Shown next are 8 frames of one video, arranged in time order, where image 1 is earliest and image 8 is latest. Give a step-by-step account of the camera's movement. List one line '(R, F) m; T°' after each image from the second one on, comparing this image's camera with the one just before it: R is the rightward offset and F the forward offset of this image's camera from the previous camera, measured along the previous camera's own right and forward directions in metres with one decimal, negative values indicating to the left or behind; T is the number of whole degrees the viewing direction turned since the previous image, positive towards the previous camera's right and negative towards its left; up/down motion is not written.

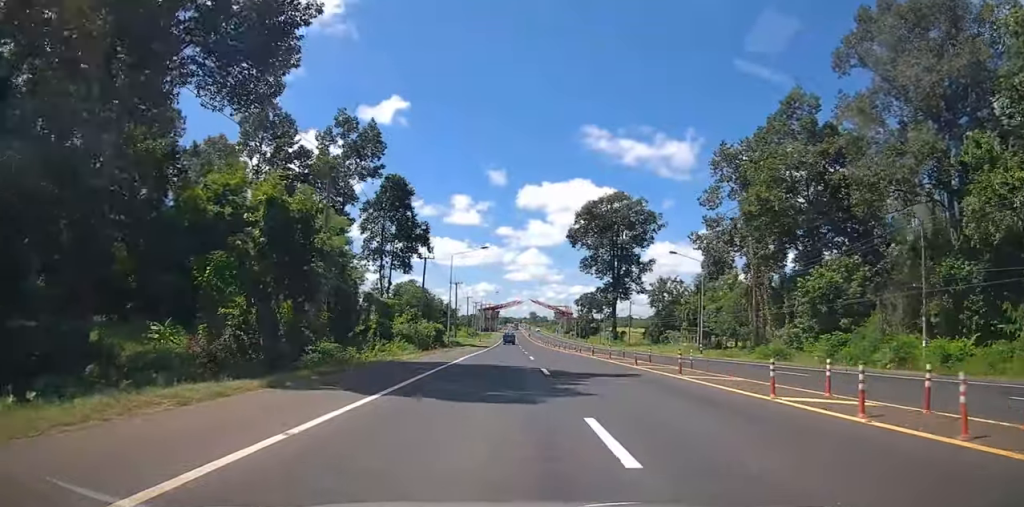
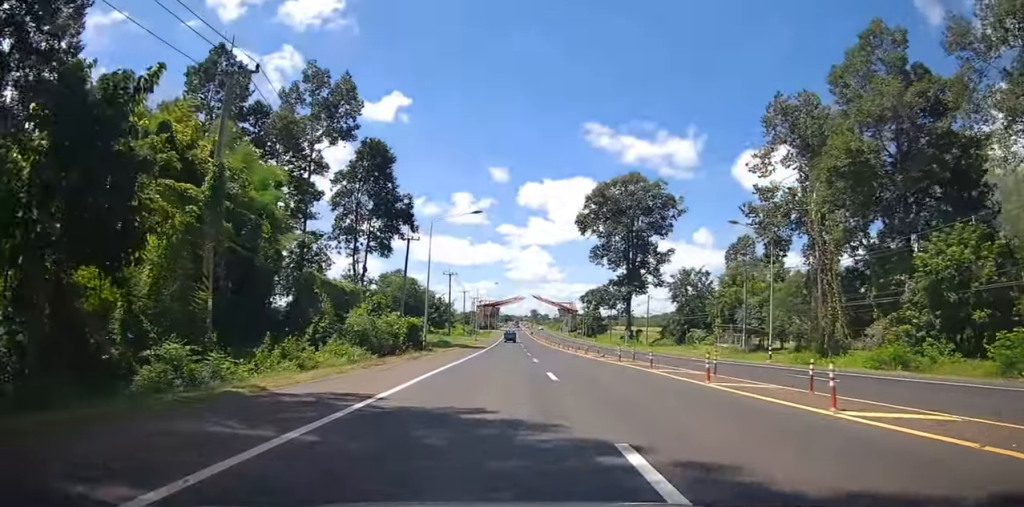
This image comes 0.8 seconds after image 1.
(-0.1, +14.0) m; 0°
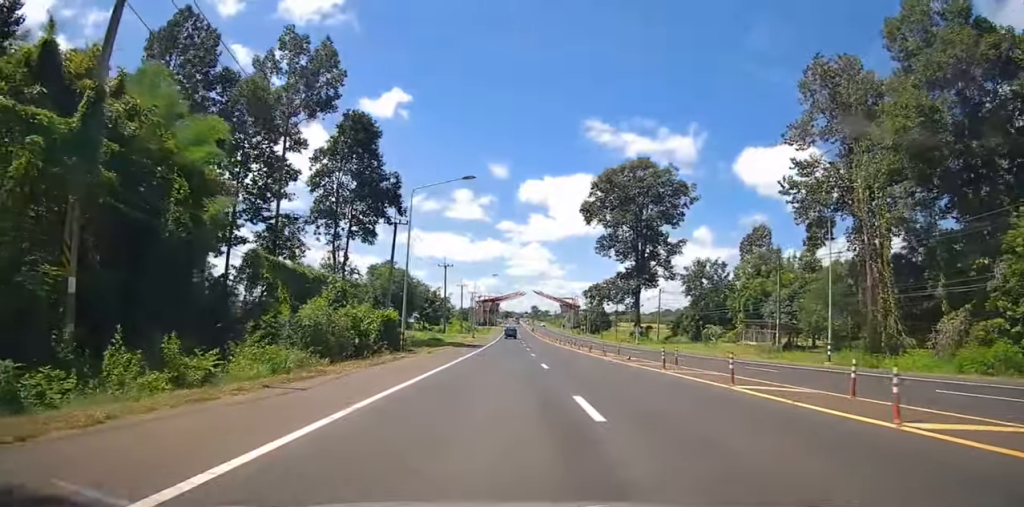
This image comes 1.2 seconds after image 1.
(0.0, +7.5) m; 0°
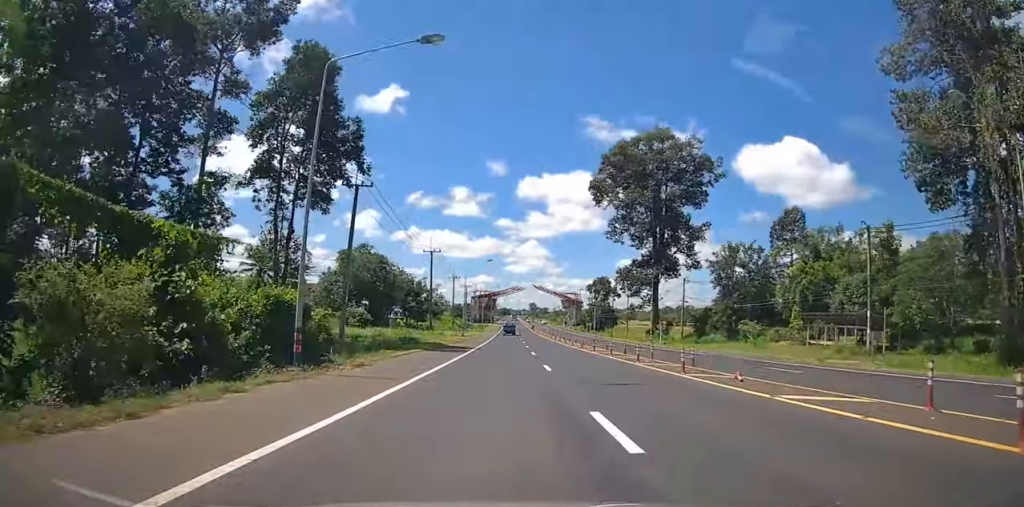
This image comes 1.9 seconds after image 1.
(+0.1, +14.2) m; +1°
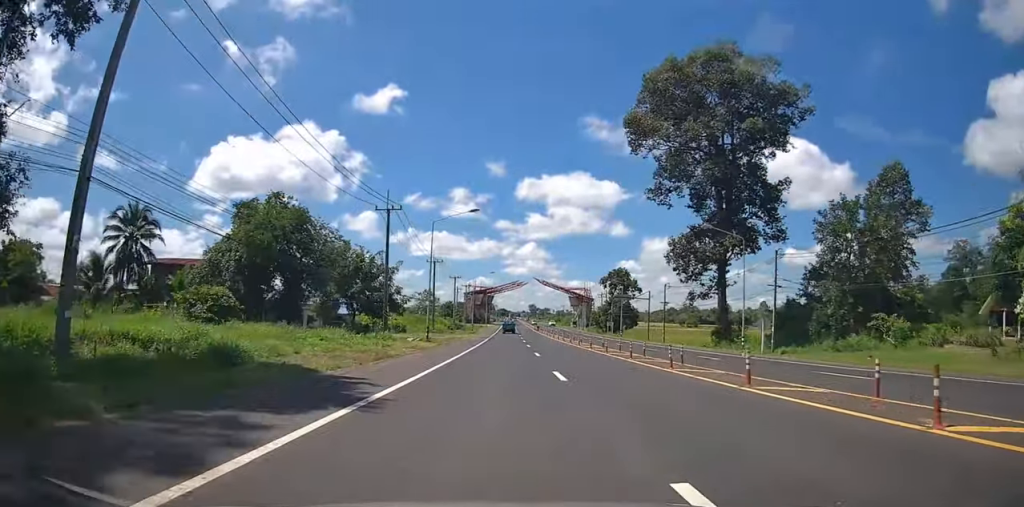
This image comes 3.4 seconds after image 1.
(+0.3, +28.7) m; 0°
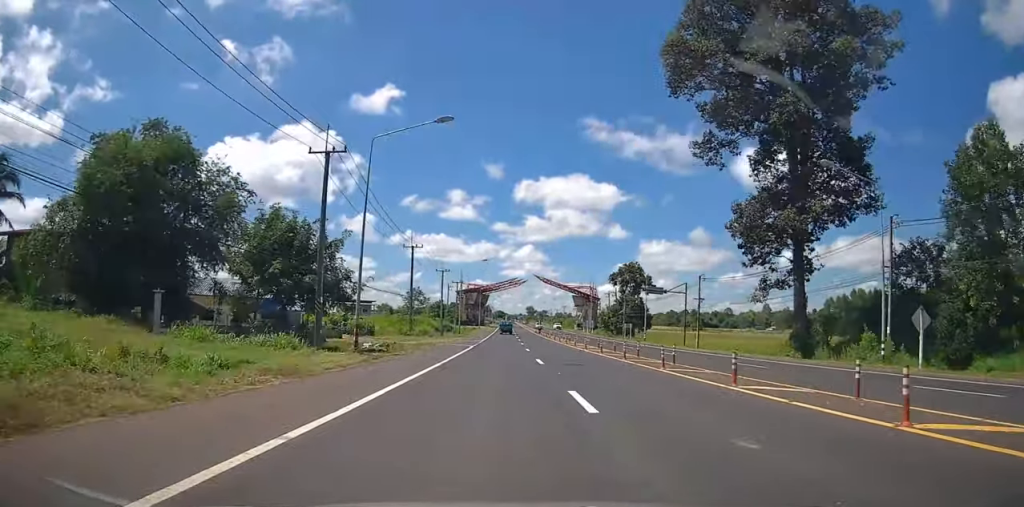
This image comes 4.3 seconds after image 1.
(-0.1, +17.8) m; 0°
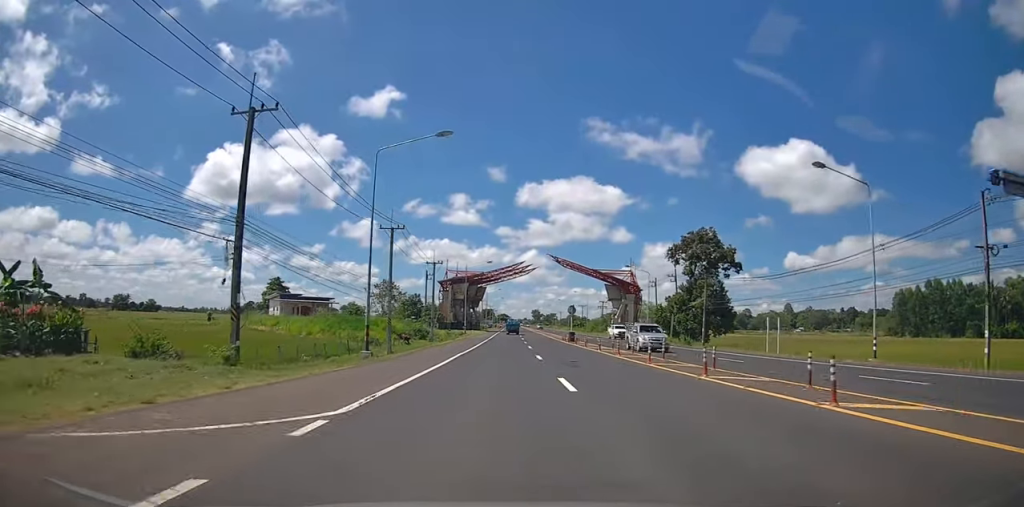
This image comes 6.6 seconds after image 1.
(-0.4, +46.5) m; -2°
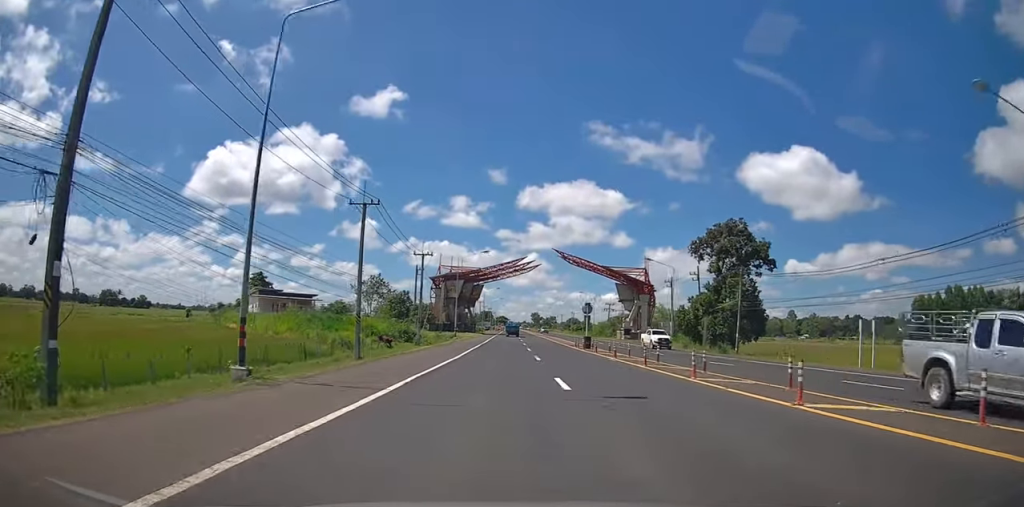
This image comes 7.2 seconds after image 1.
(0.0, +11.1) m; 0°
